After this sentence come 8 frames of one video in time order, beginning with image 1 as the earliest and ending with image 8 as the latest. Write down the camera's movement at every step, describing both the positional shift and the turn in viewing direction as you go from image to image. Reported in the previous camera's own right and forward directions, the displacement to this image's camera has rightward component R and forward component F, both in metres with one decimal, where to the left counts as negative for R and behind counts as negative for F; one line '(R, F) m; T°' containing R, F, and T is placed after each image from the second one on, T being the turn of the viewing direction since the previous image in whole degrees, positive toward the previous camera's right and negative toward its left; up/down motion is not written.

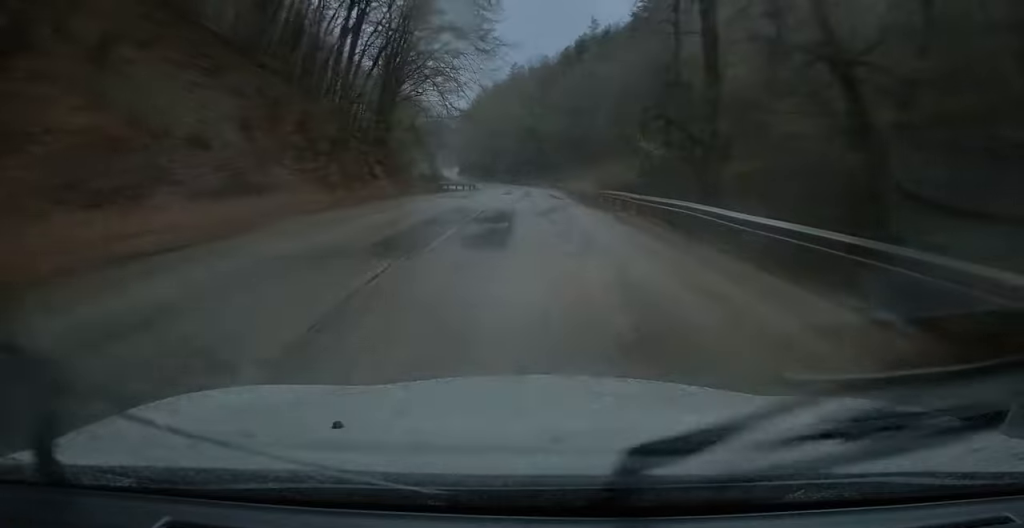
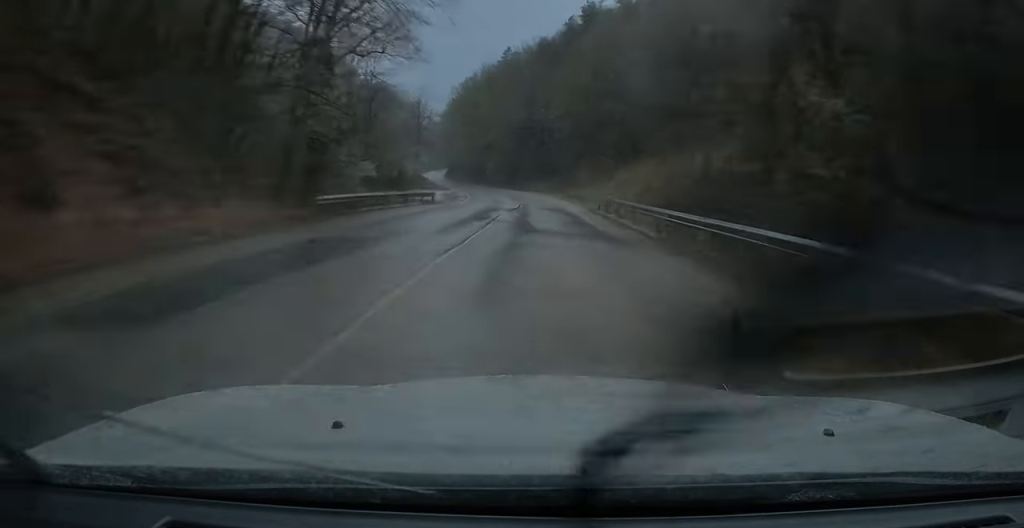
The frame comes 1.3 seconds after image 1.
(-0.8, +26.6) m; -1°
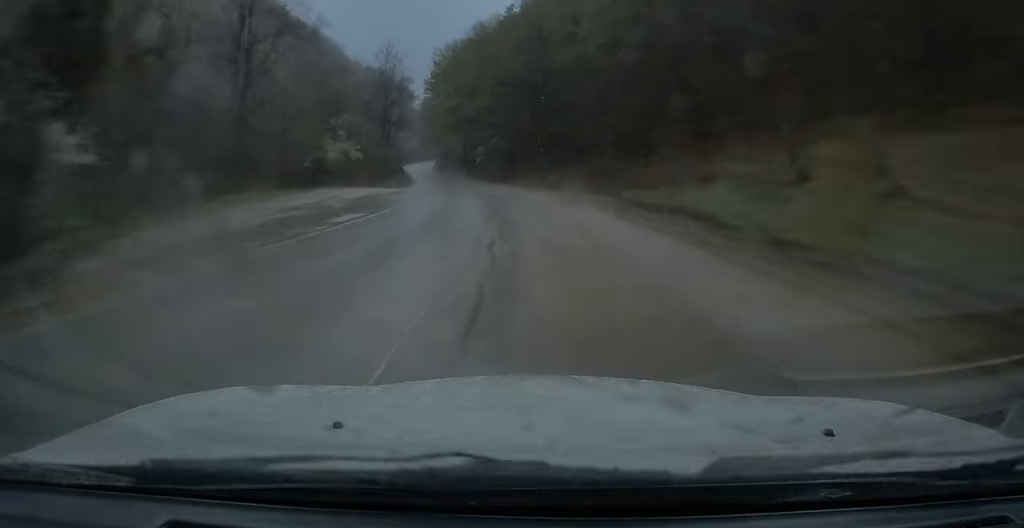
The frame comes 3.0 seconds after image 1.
(+0.1, +38.0) m; -1°
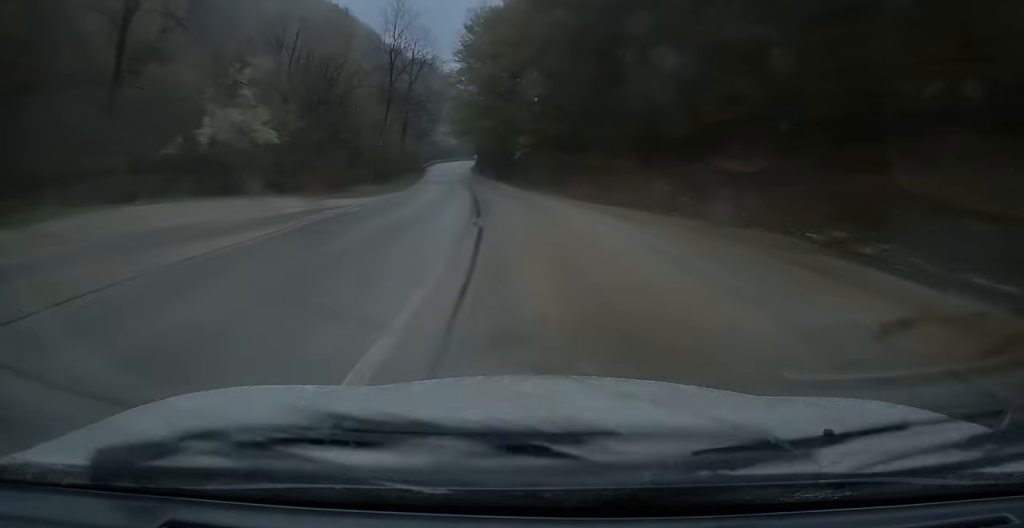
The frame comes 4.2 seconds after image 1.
(-0.7, +26.8) m; -3°
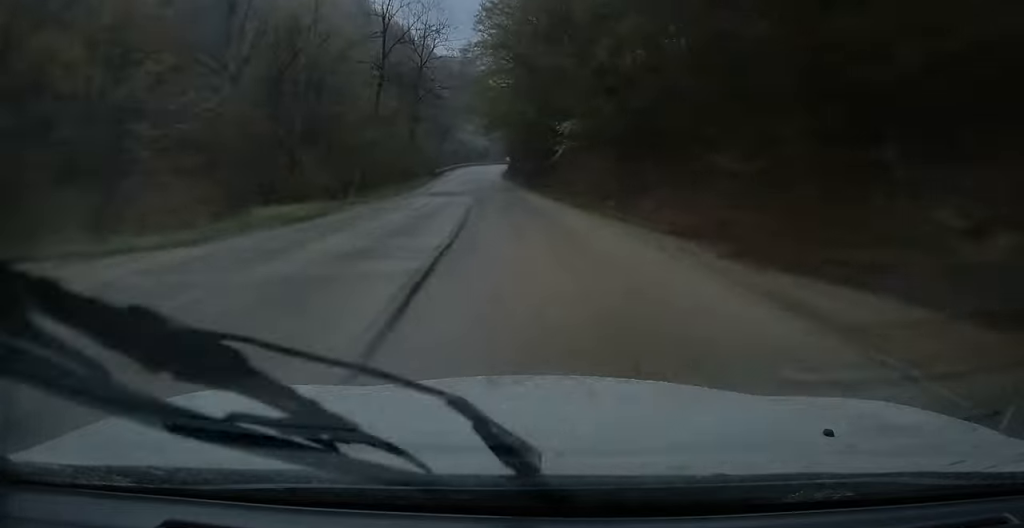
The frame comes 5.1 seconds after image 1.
(-0.5, +19.1) m; -2°
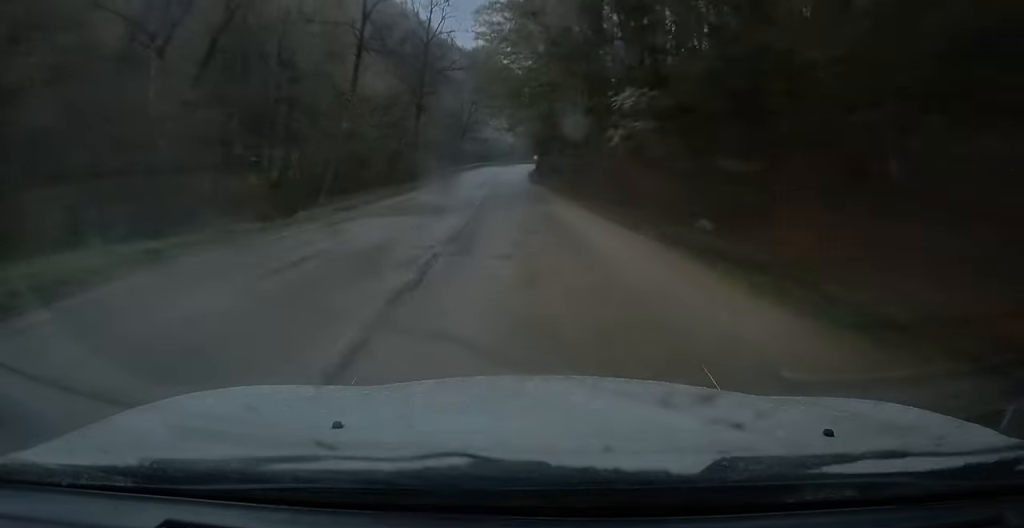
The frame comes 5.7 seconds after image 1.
(-0.2, +13.9) m; -1°
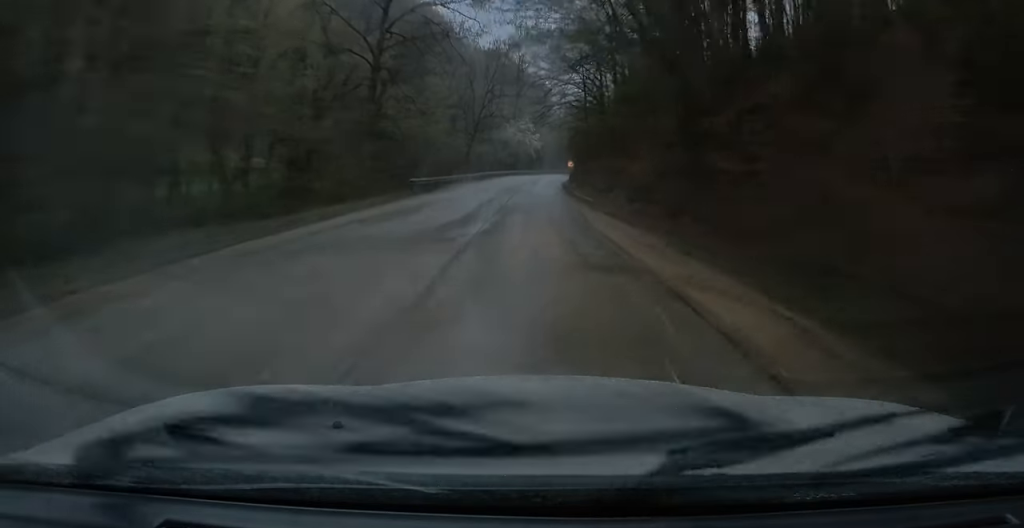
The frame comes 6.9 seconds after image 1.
(-0.4, +25.4) m; -2°
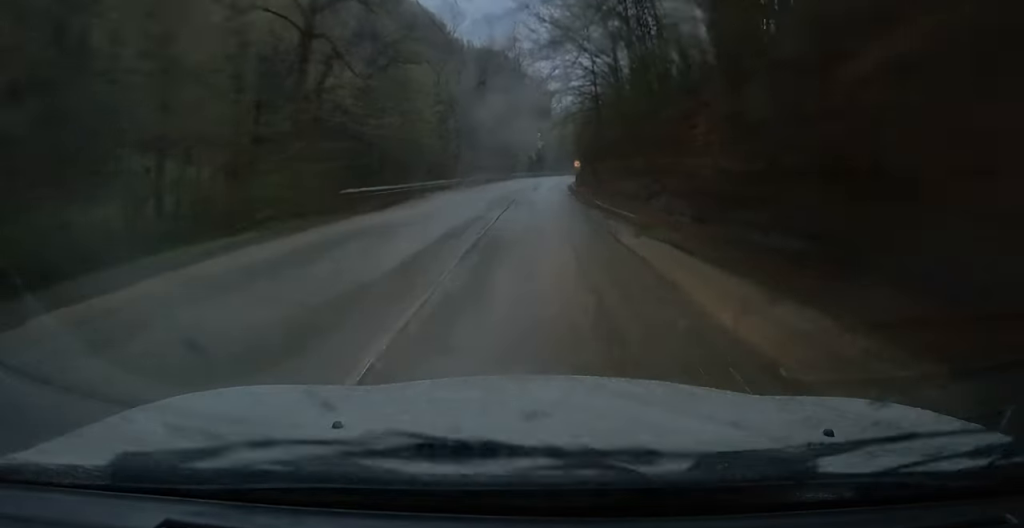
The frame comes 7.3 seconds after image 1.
(-0.1, +10.1) m; -1°
